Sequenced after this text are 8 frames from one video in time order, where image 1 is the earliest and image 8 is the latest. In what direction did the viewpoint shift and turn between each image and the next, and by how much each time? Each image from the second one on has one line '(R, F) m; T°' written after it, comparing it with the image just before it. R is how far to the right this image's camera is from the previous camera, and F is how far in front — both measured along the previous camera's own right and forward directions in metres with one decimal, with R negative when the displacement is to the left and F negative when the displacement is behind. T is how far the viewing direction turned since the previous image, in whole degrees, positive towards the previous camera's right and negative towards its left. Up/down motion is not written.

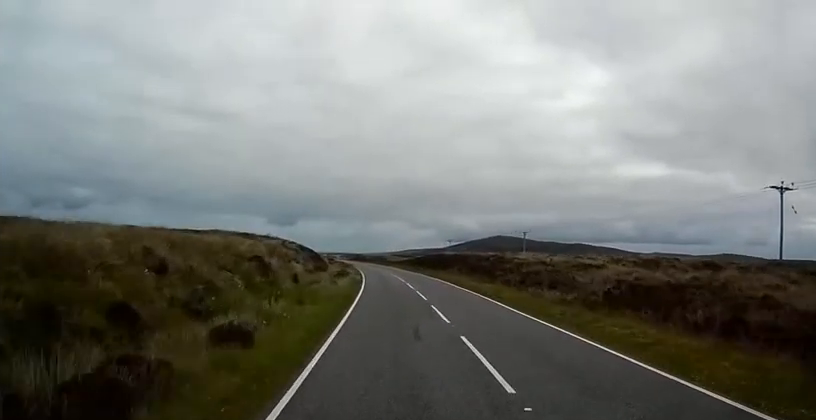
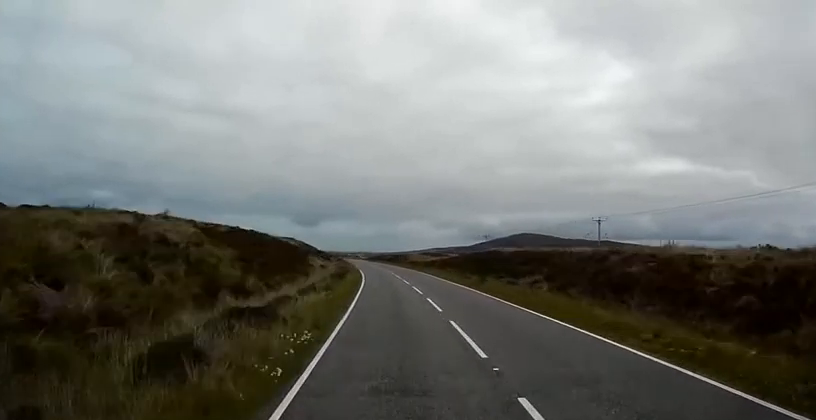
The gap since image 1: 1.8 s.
(-1.2, +24.1) m; -4°
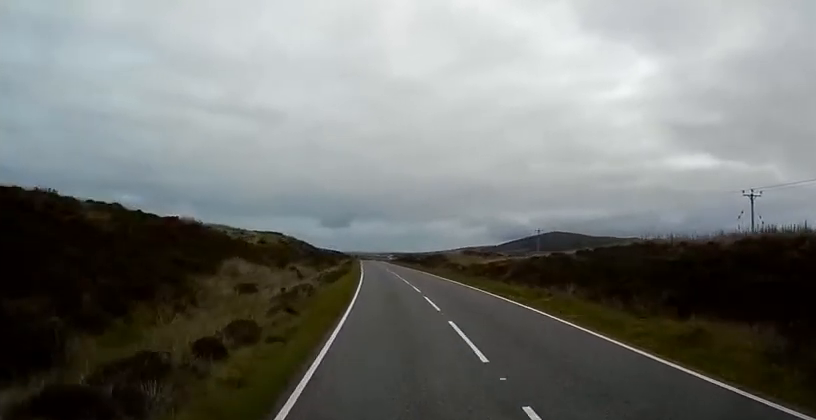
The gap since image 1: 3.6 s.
(-0.4, +38.9) m; -1°
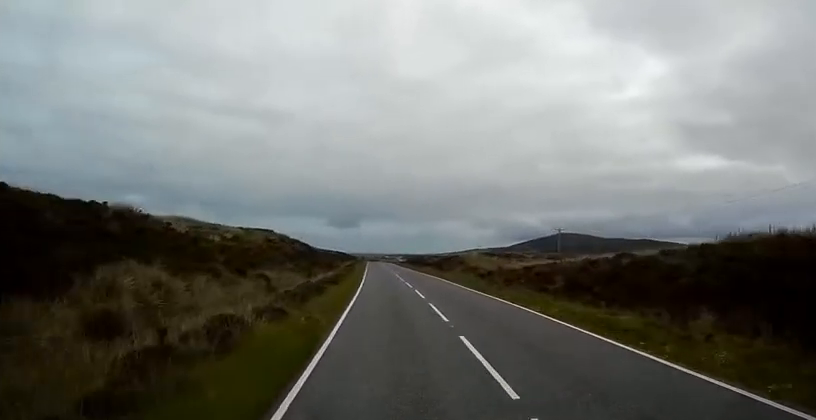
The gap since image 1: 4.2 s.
(0.0, +12.6) m; 0°
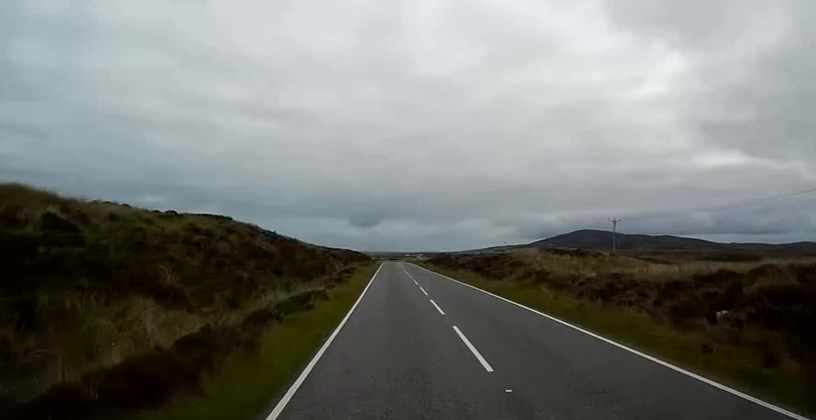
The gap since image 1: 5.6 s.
(-0.4, +29.7) m; -2°
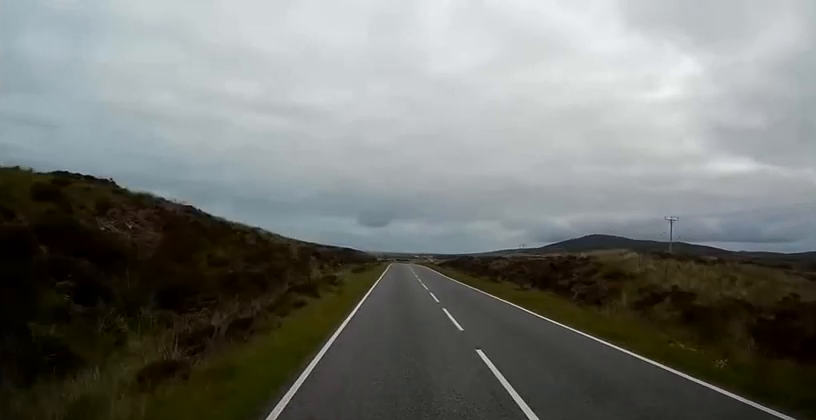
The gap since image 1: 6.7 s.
(-0.5, +23.3) m; -2°
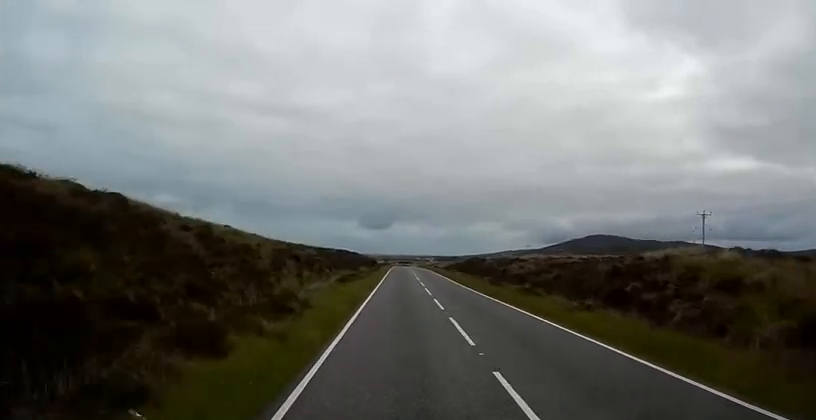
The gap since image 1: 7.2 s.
(0.0, +10.9) m; 0°
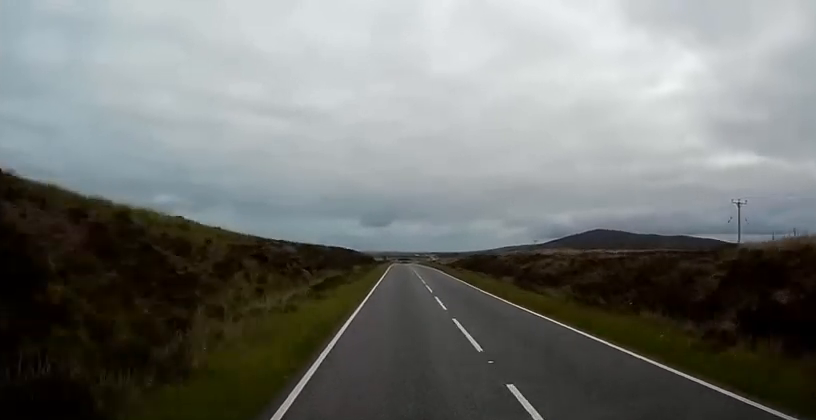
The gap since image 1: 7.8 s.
(0.0, +10.8) m; 0°
